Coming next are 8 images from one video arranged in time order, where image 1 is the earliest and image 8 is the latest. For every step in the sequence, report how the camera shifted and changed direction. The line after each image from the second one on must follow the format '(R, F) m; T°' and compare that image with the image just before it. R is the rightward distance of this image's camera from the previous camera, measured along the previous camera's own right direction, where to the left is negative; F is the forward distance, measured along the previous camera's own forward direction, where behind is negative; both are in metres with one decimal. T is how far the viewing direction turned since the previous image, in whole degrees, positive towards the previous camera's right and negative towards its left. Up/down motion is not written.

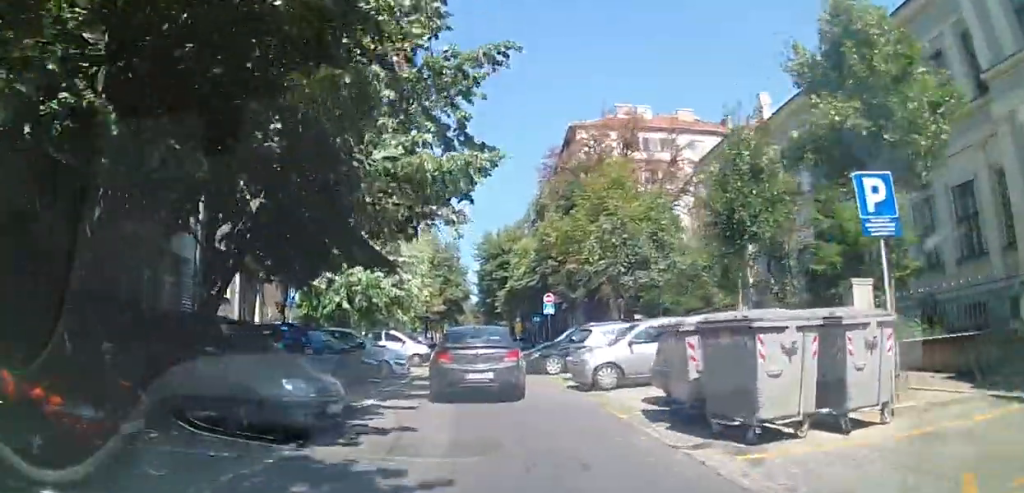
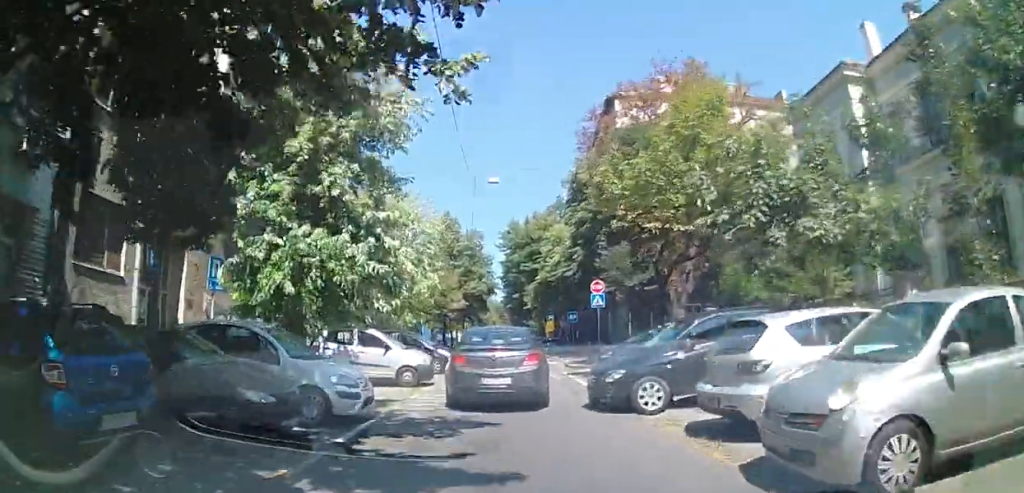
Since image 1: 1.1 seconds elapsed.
(+0.1, +8.5) m; -3°
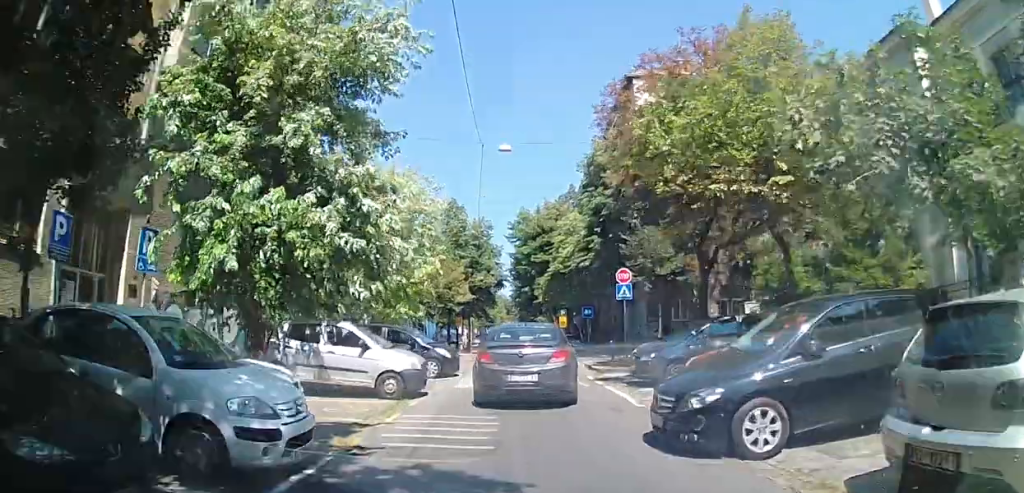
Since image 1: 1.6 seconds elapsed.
(0.0, +3.8) m; -2°
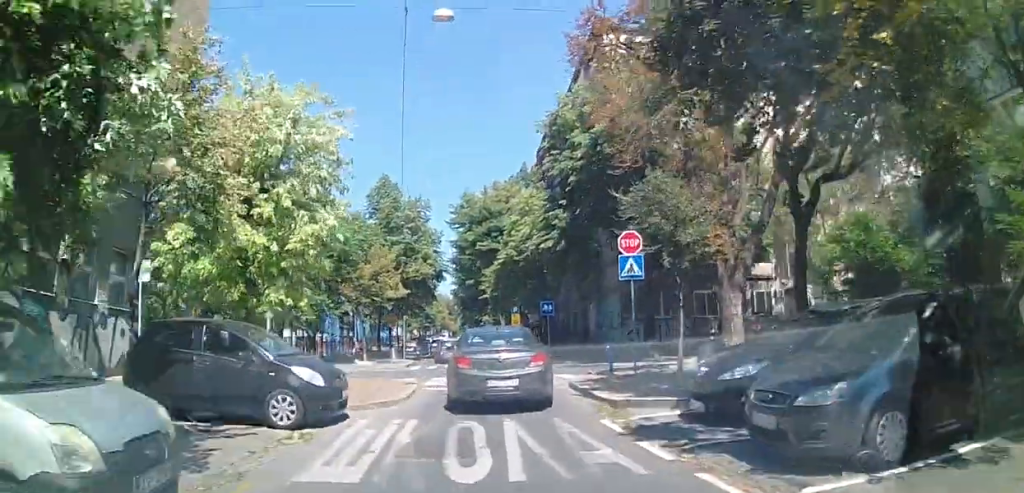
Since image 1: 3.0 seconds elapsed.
(-0.3, +8.7) m; -2°
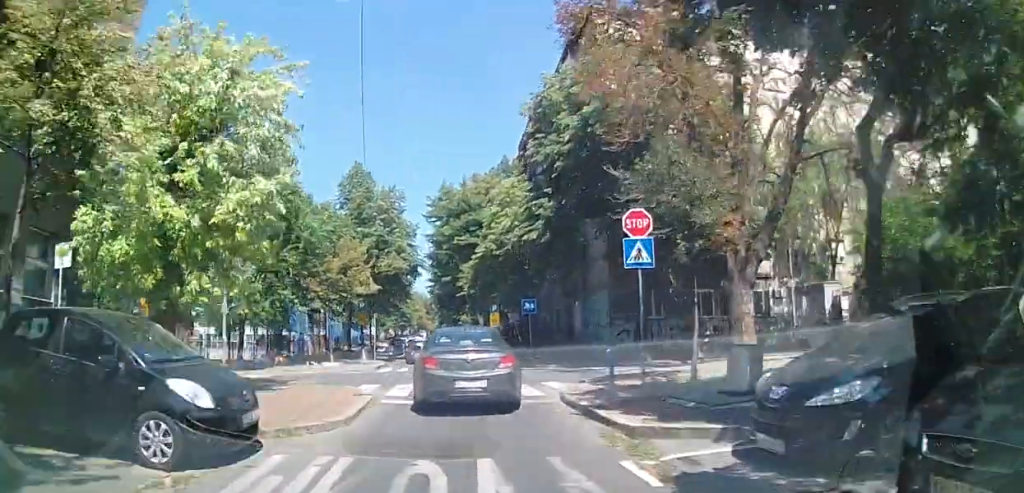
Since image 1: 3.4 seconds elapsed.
(+0.1, +2.6) m; 0°
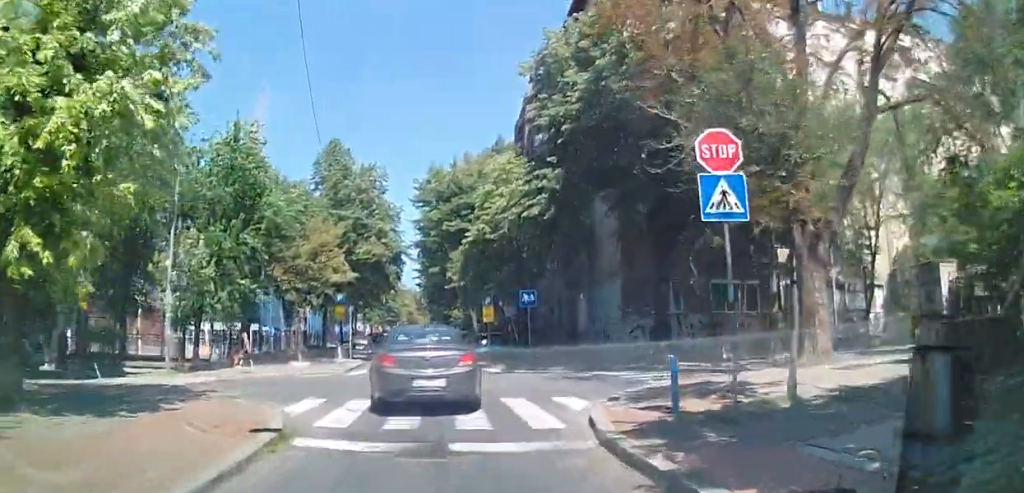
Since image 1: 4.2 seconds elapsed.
(-0.3, +4.4) m; +2°
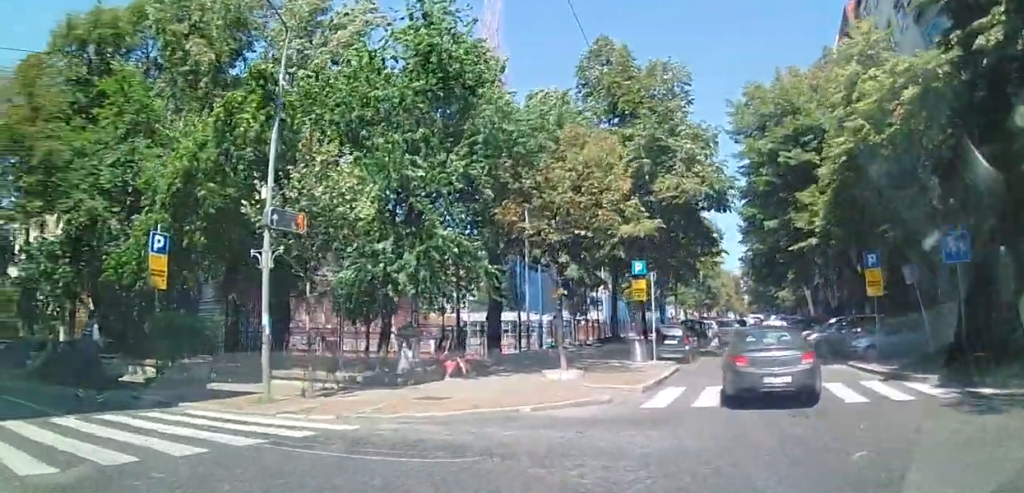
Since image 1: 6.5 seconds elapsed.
(+2.0, +13.5) m; -6°
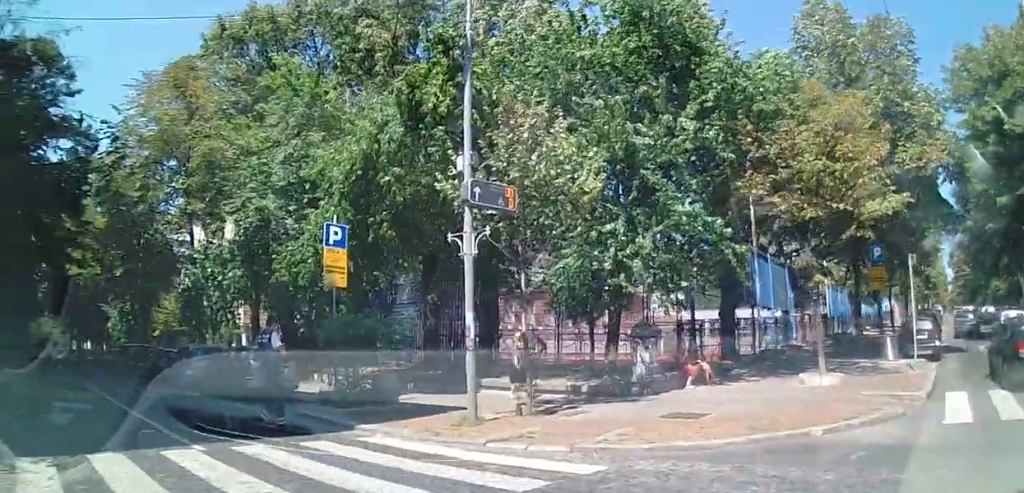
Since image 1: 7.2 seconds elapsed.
(-0.9, +2.1) m; -30°
